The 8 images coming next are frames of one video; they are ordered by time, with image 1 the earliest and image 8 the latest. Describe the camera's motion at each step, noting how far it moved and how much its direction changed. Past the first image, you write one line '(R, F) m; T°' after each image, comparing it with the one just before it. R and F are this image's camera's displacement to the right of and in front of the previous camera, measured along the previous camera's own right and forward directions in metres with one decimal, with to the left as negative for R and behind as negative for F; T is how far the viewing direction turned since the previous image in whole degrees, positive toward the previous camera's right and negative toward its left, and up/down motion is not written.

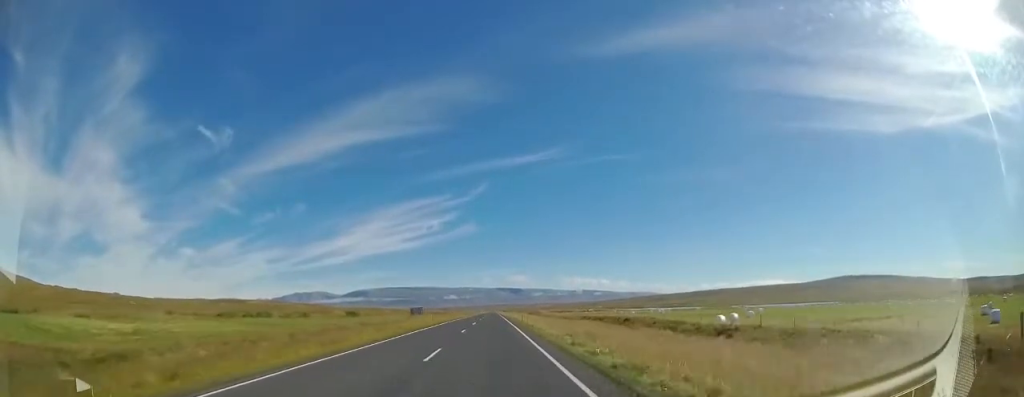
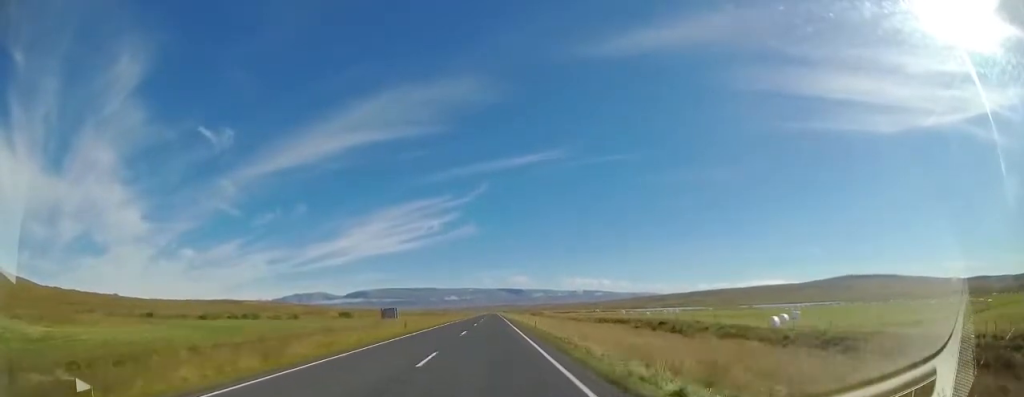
(-0.2, +12.6) m; -1°
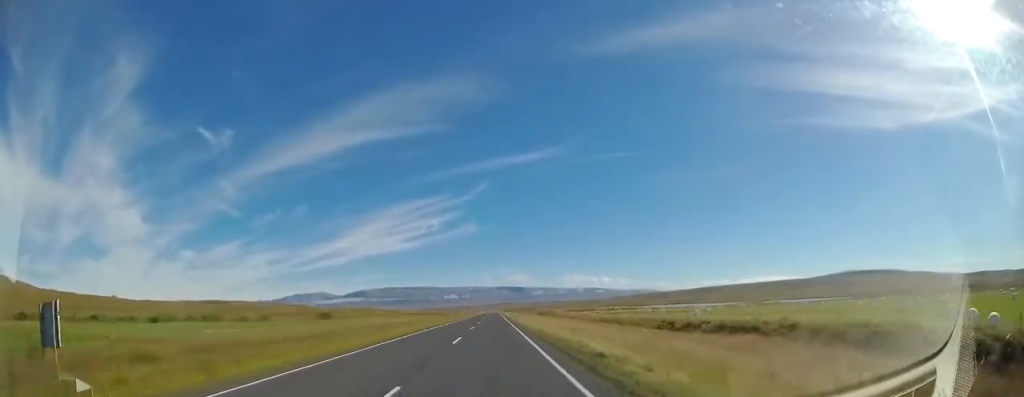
(0.0, +29.7) m; 0°
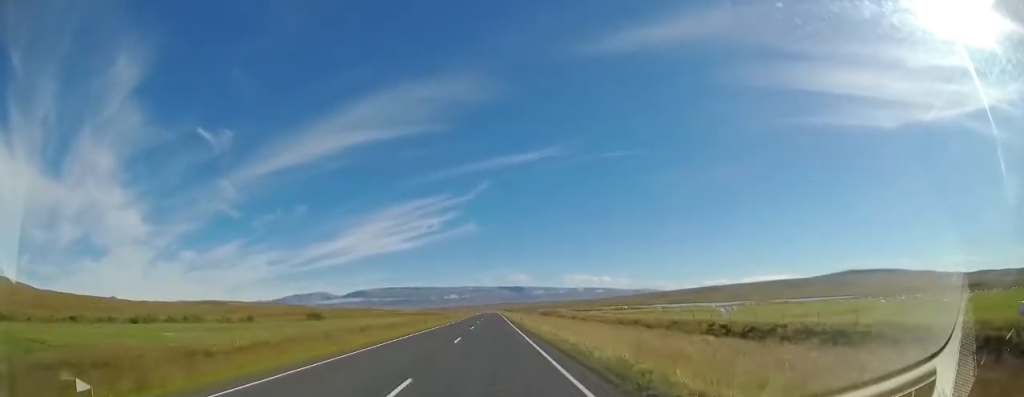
(-0.1, +11.1) m; +1°
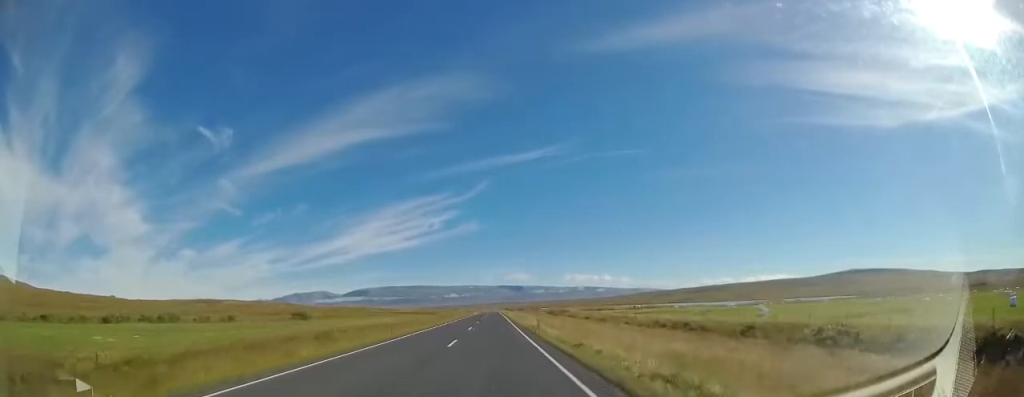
(+0.2, +14.1) m; 0°
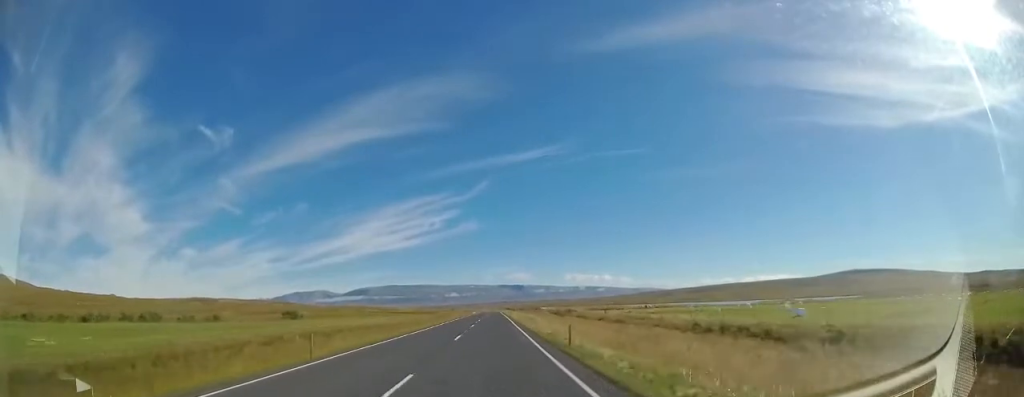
(+0.2, +9.6) m; 0°
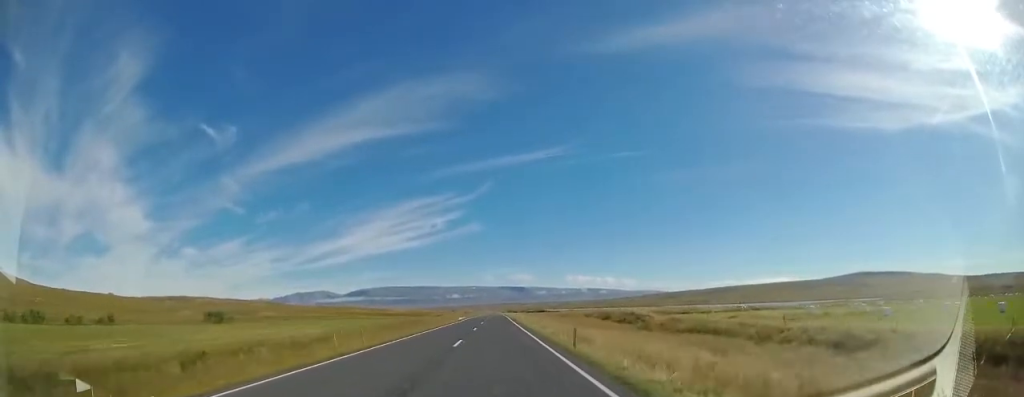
(-1.2, +50.7) m; -1°
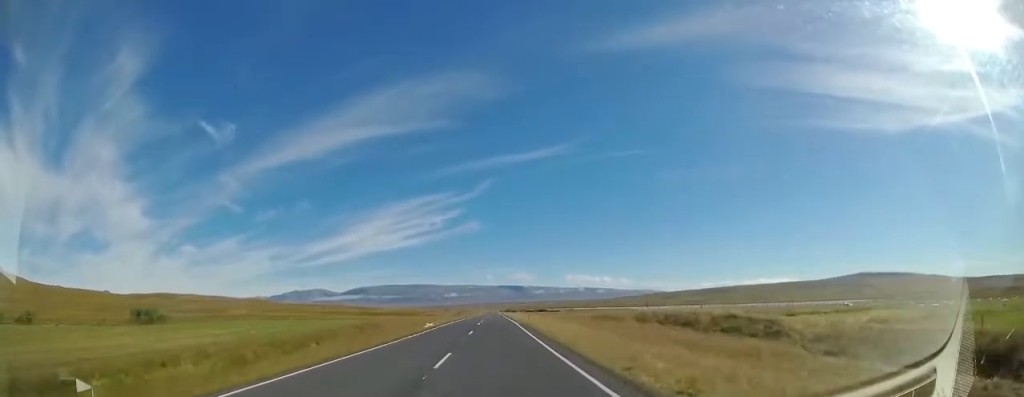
(+0.4, +29.3) m; +1°
